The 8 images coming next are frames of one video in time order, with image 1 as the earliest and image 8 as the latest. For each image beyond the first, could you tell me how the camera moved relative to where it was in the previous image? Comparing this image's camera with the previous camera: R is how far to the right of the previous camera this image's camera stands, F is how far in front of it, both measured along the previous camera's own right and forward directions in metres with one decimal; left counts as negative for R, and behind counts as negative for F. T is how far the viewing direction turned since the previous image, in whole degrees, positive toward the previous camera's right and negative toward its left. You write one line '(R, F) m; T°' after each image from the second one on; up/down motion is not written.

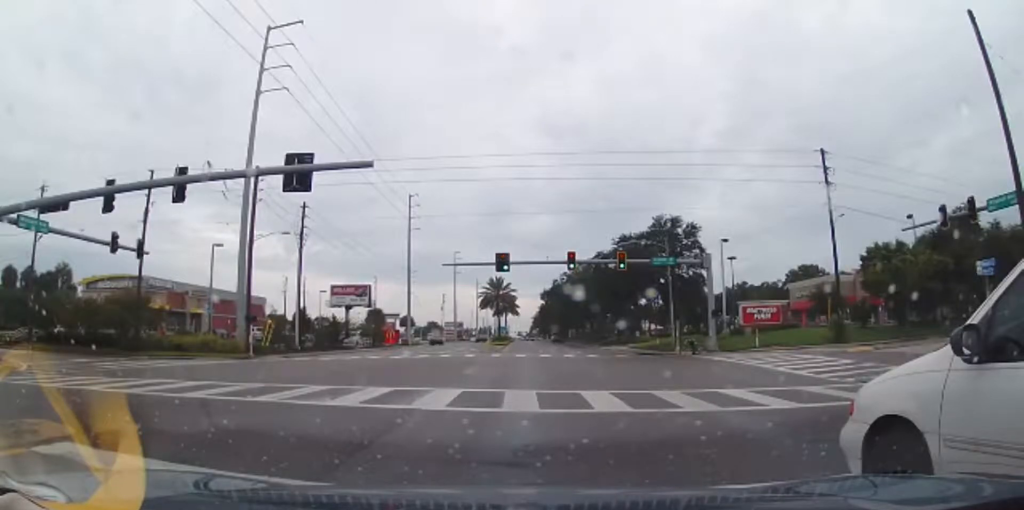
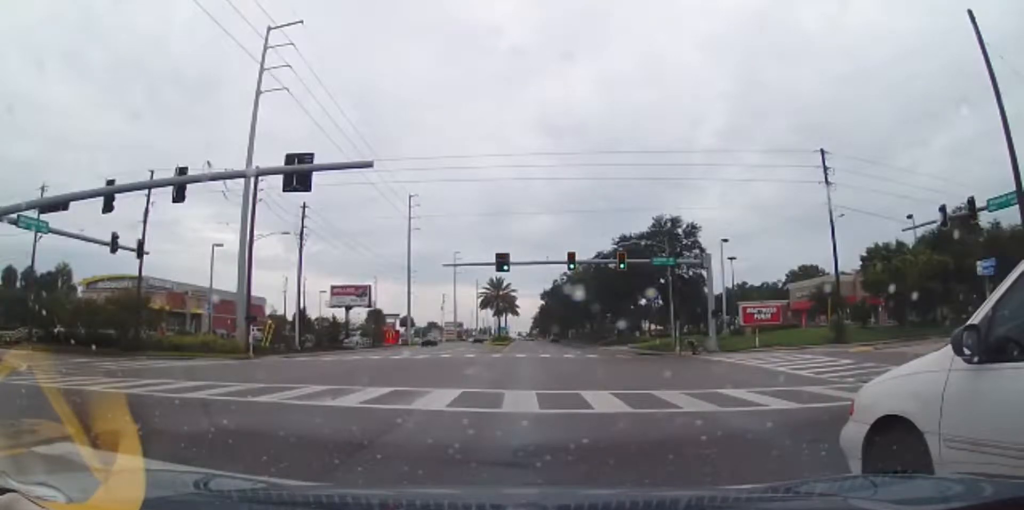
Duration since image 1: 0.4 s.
(0.0, 0.0) m; 0°
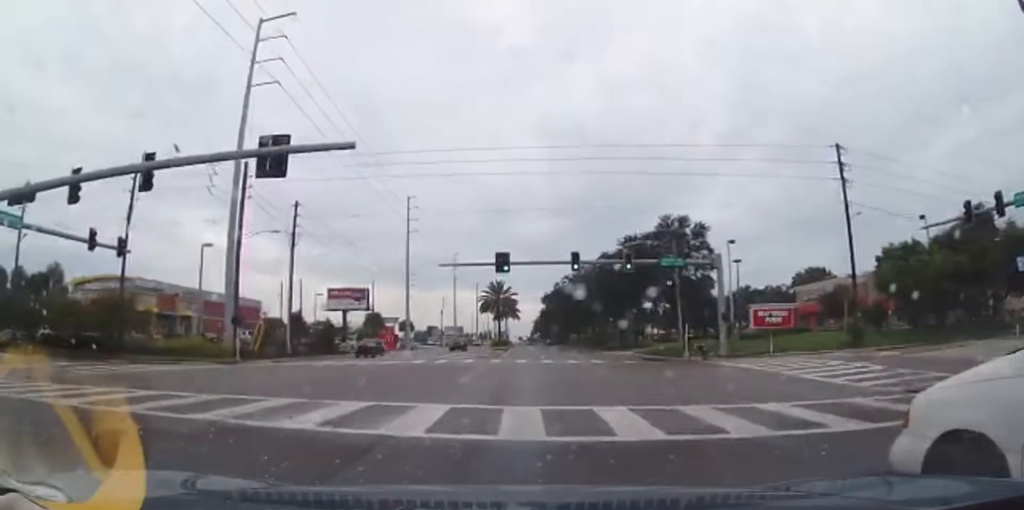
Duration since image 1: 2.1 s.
(0.0, 0.0) m; 0°
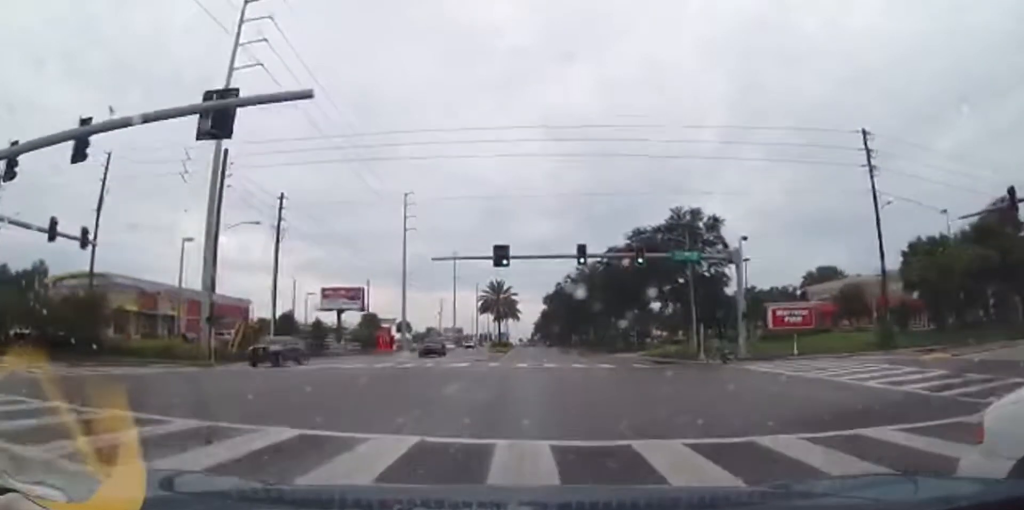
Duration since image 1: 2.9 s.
(0.0, +0.9) m; 0°
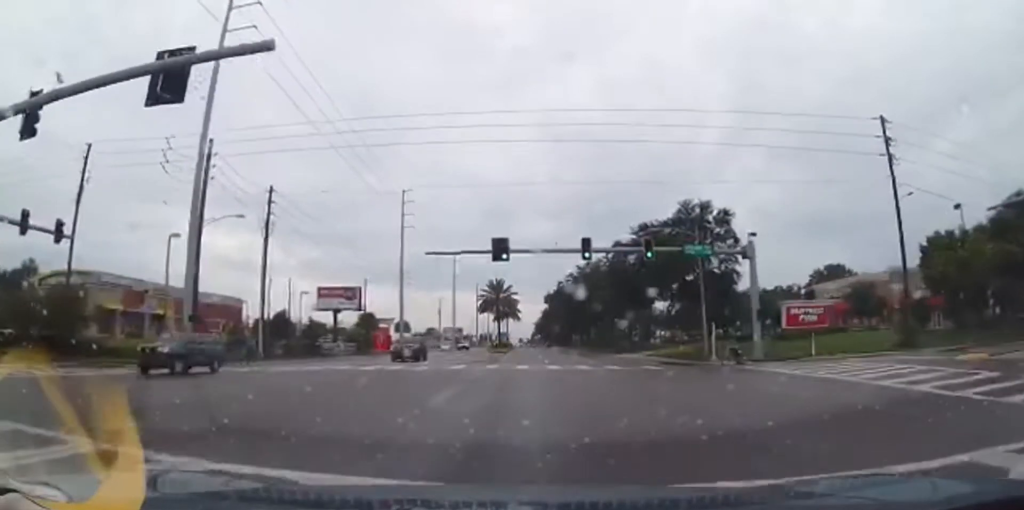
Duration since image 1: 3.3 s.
(0.0, +1.1) m; 0°
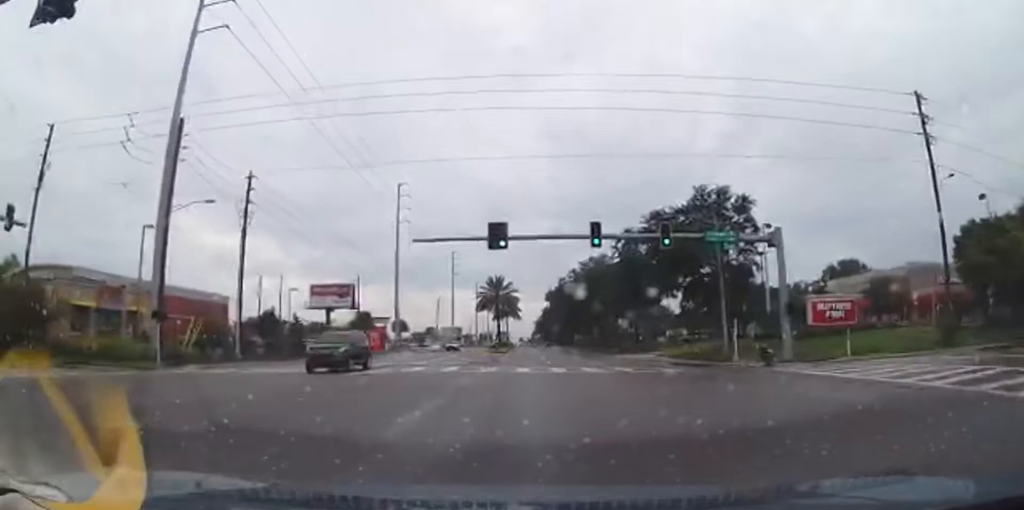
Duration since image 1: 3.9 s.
(0.0, +2.5) m; +1°
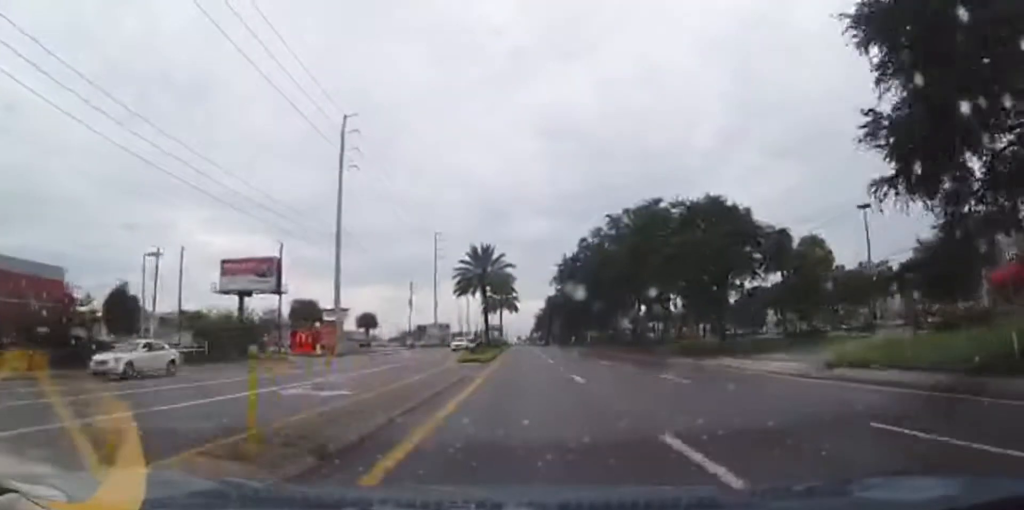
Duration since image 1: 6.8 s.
(+1.1, +24.8) m; +3°
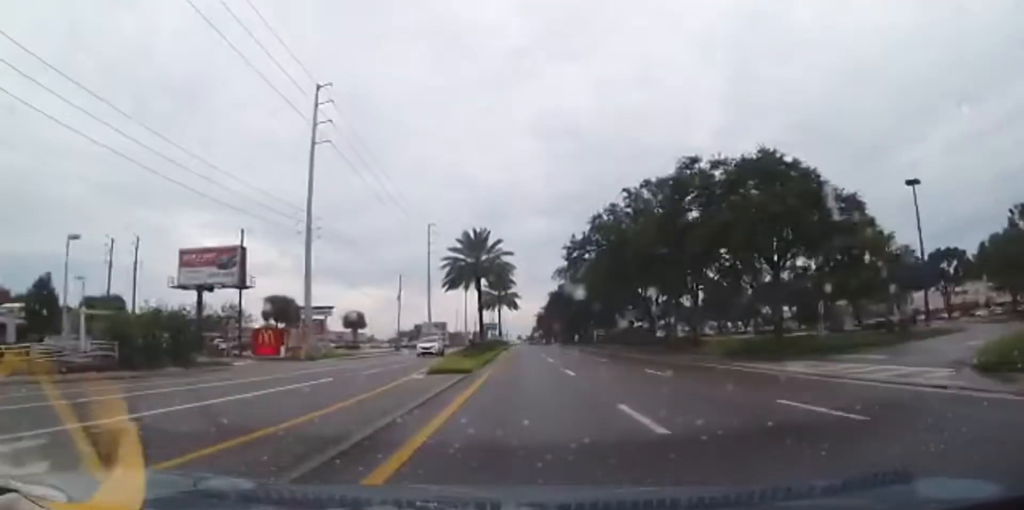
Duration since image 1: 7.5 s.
(0.0, +8.0) m; 0°
